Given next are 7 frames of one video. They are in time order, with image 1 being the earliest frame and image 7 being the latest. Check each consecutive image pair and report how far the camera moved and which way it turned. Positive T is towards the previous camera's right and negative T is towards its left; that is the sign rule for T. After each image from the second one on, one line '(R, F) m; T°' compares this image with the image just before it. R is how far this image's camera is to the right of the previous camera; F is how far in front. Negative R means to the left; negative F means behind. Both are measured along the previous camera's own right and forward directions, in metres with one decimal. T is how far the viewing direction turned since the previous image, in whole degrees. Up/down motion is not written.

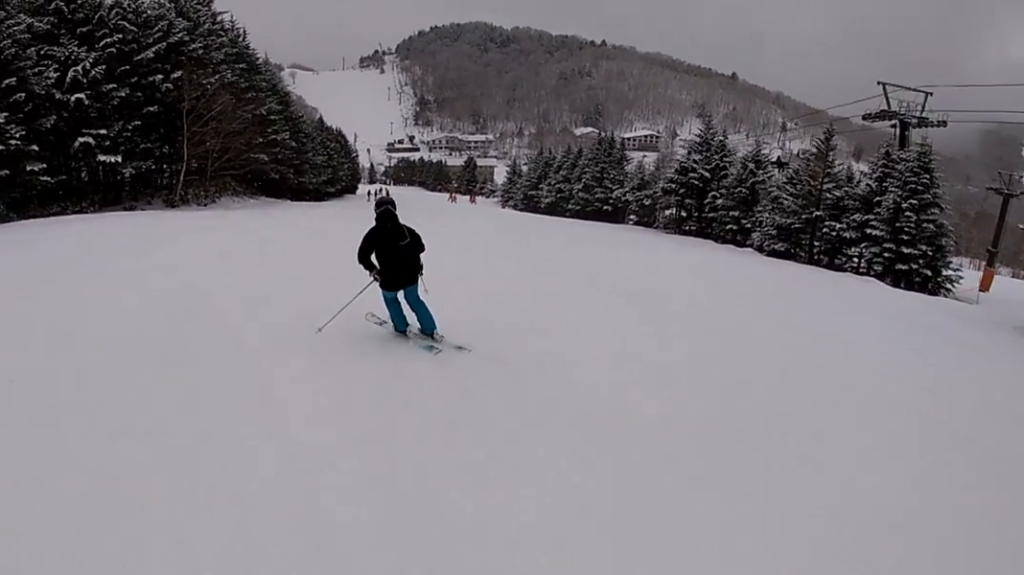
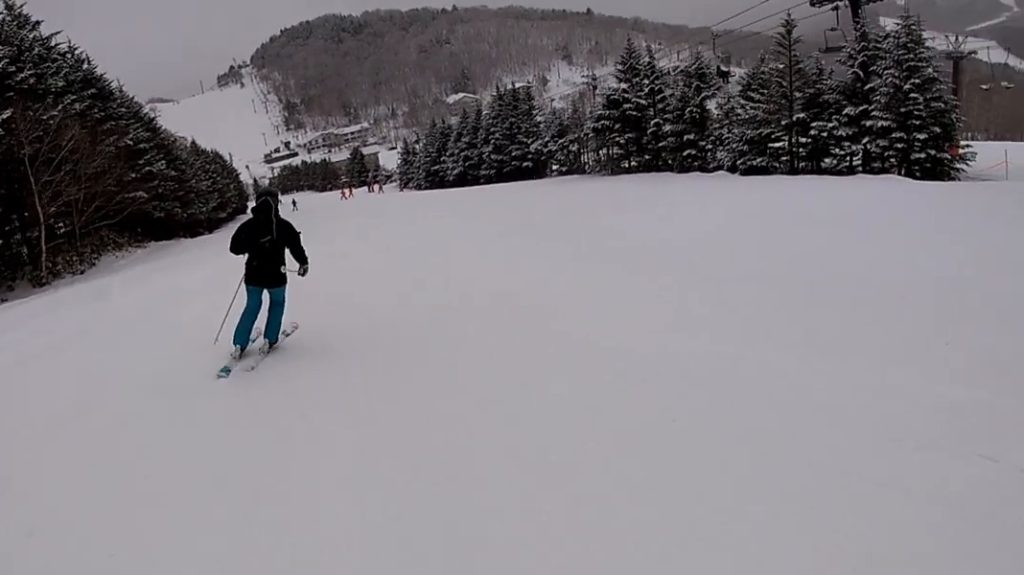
(+0.9, +6.7) m; -2°
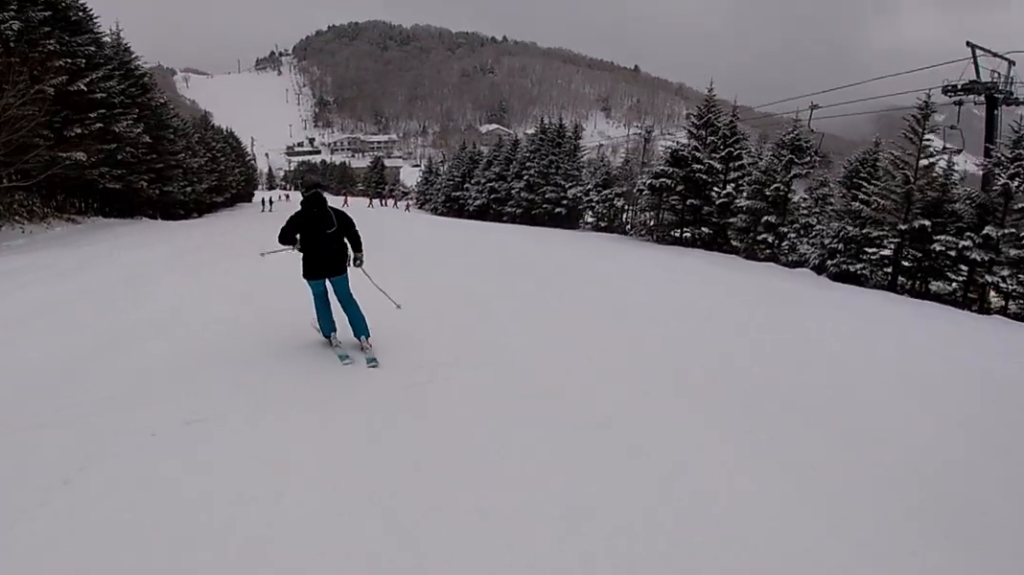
(-1.4, +7.2) m; -4°
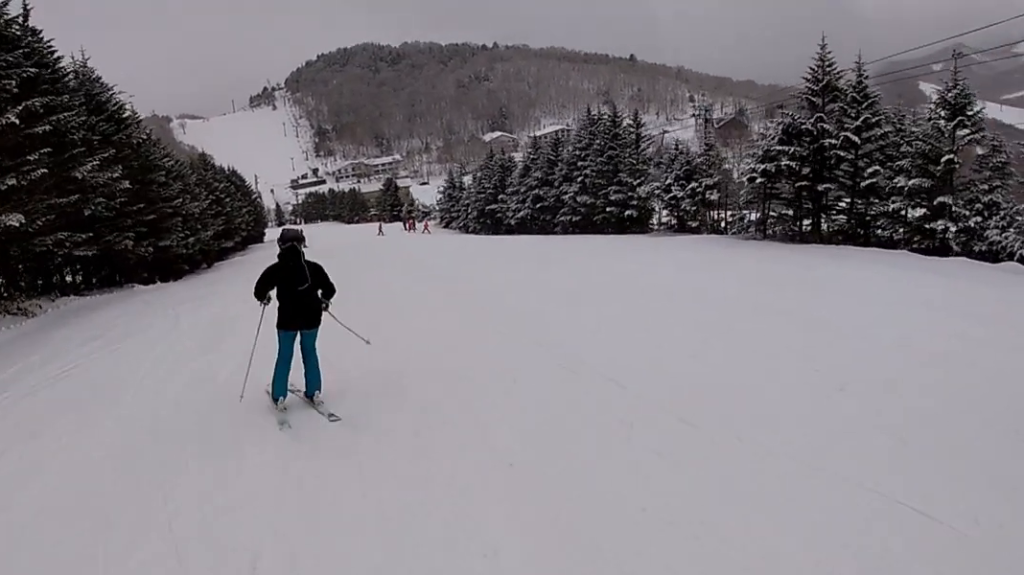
(+0.3, +9.0) m; -1°
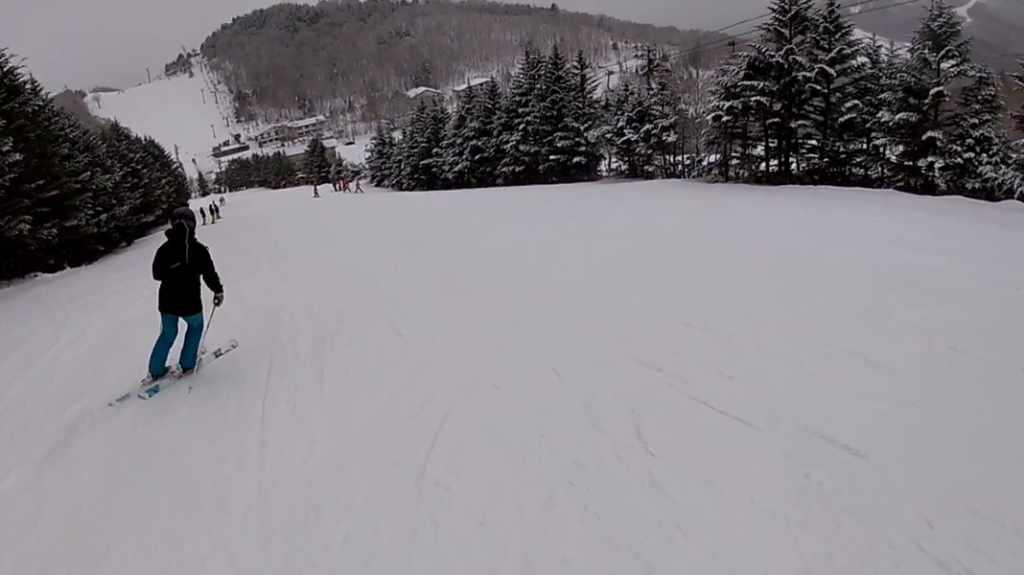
(0.0, +3.0) m; -1°
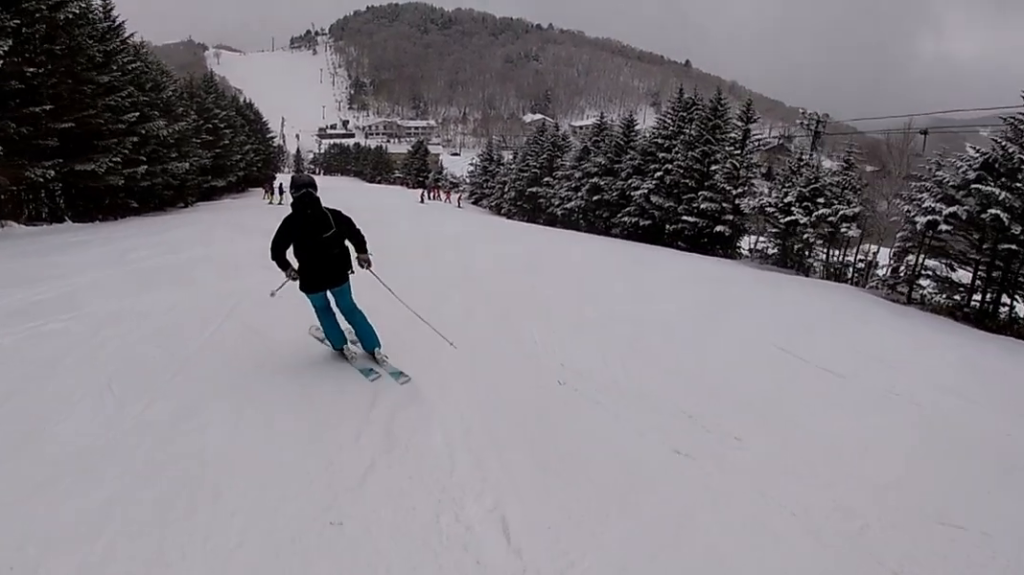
(-0.1, +7.5) m; -2°
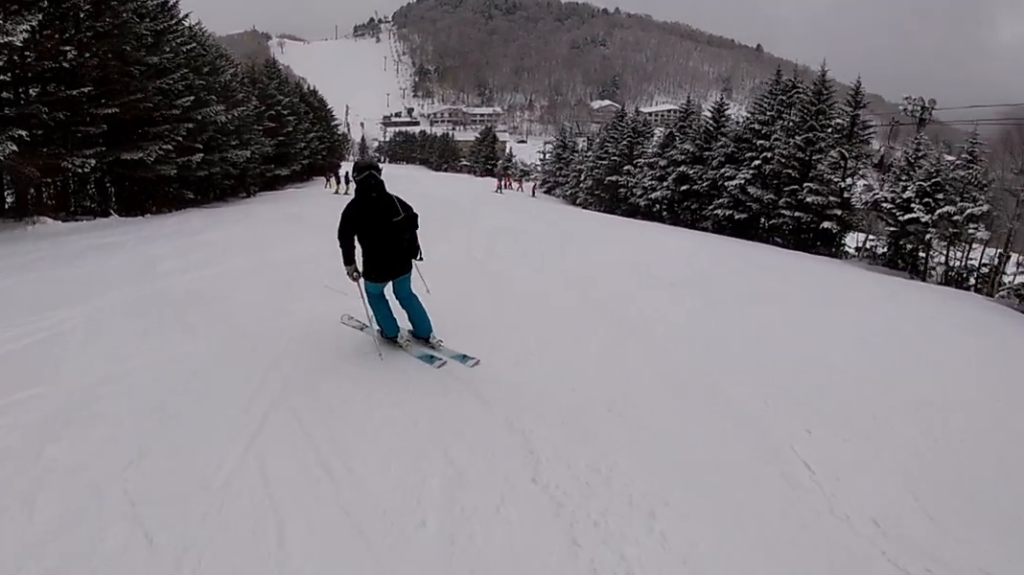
(-0.4, +2.8) m; +1°
